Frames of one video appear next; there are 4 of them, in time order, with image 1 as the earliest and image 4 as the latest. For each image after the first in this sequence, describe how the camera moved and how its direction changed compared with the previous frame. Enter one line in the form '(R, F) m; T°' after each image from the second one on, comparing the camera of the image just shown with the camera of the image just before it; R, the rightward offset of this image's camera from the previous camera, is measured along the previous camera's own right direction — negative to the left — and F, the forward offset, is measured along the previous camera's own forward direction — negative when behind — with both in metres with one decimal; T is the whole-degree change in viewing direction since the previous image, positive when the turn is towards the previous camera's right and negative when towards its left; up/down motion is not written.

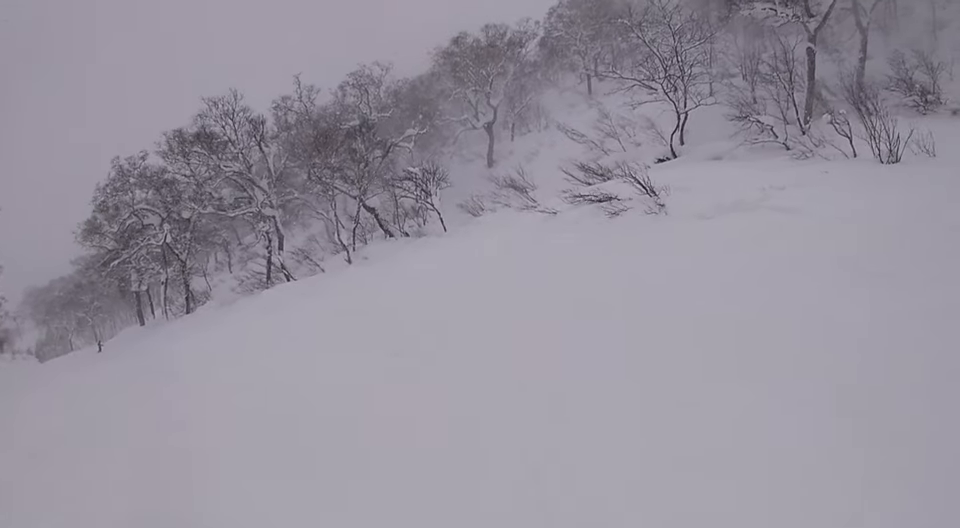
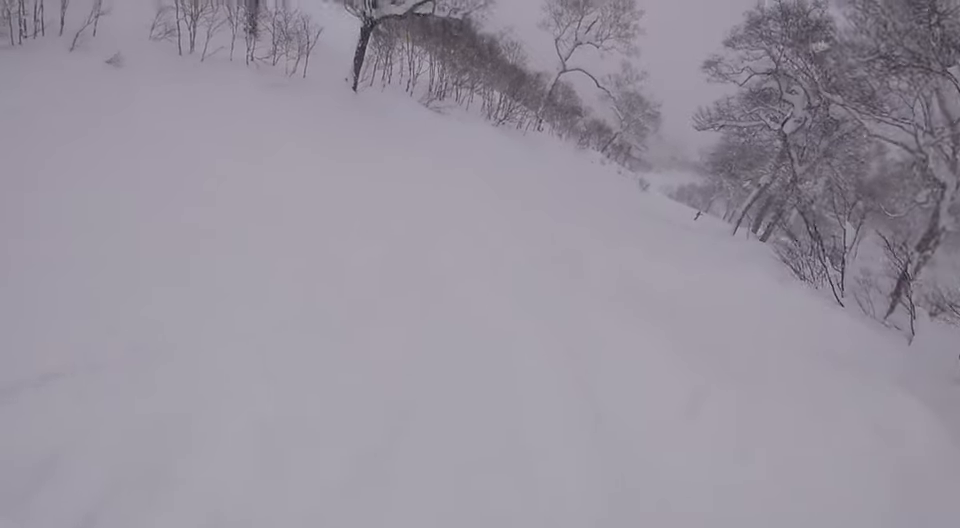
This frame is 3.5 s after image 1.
(-3.8, +14.3) m; -84°
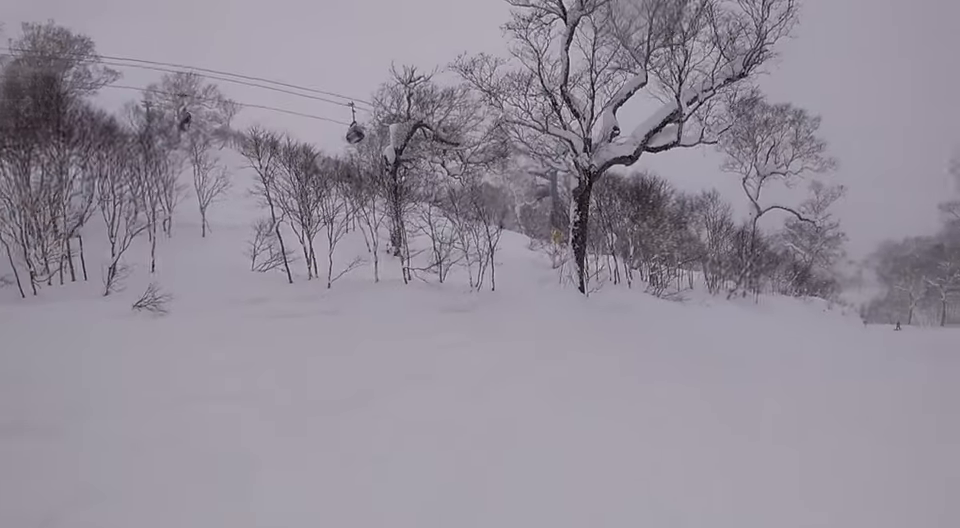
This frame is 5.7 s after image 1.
(-2.3, +10.8) m; -5°
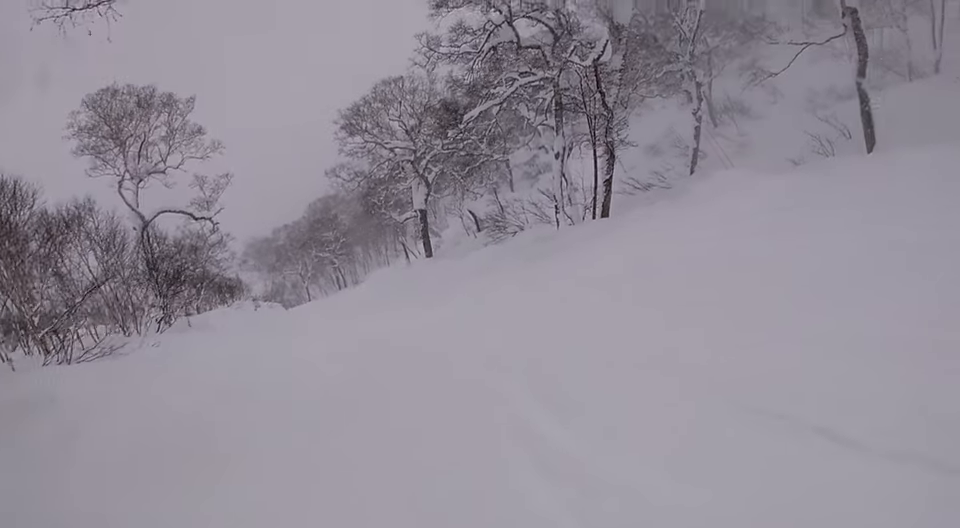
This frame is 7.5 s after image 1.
(+2.6, +6.2) m; +71°
